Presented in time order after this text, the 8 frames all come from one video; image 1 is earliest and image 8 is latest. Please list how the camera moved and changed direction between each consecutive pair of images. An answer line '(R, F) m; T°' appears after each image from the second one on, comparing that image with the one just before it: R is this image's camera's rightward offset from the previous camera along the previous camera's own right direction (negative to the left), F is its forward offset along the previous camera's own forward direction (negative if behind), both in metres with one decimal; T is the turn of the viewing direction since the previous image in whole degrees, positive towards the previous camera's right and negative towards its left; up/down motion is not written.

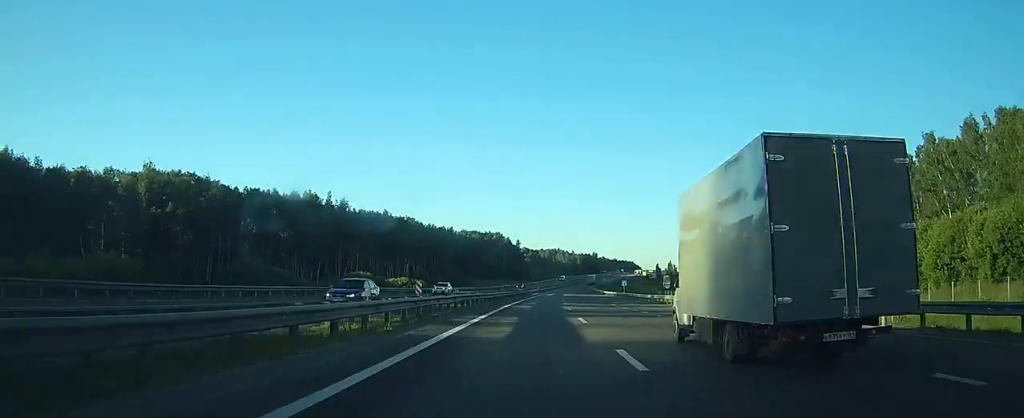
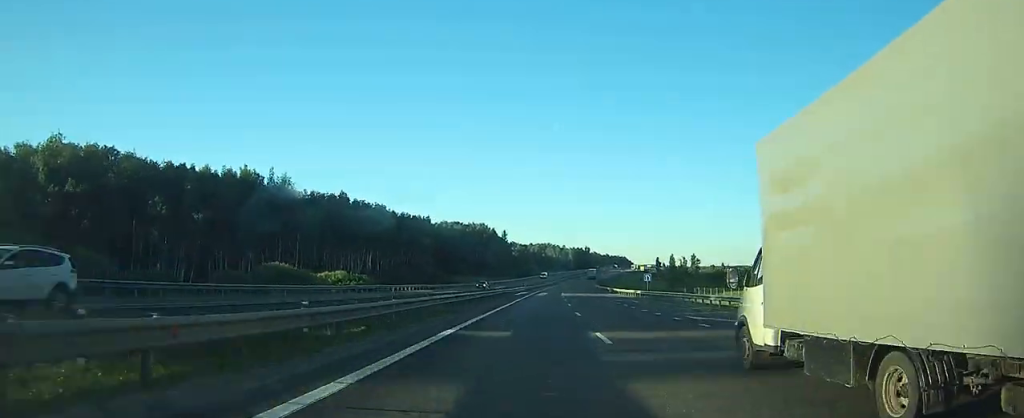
(+0.1, +31.8) m; 0°
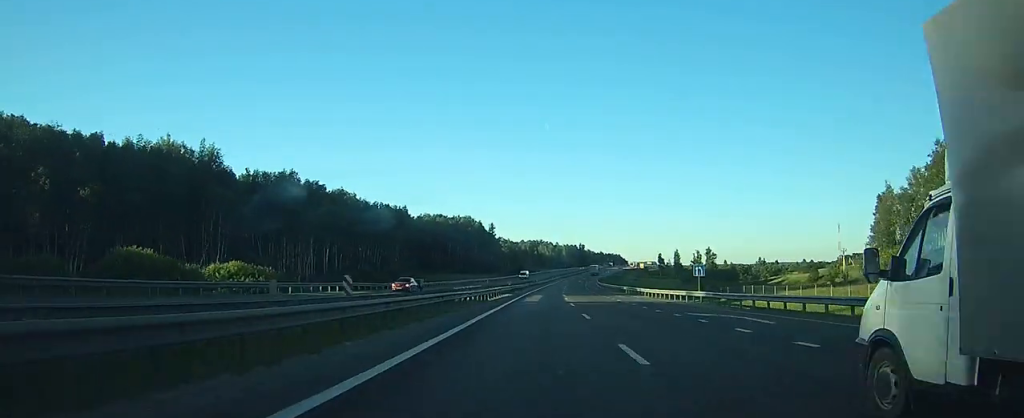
(+0.1, +27.8) m; +1°
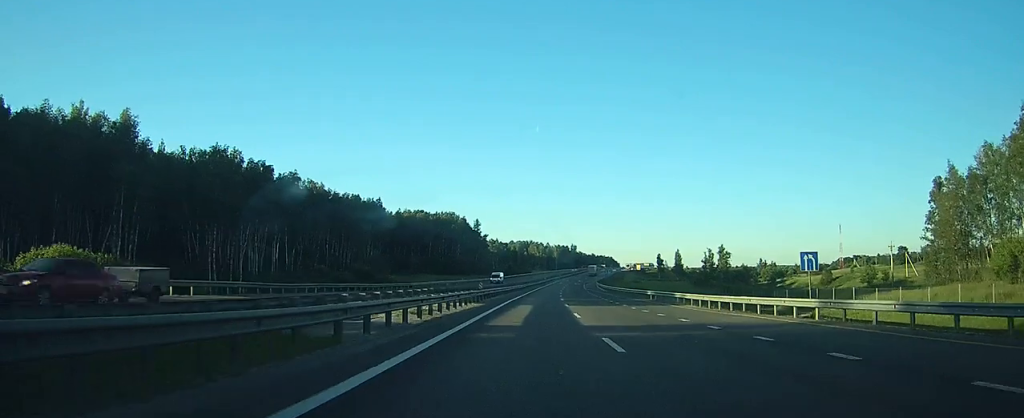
(+0.2, +22.1) m; +1°
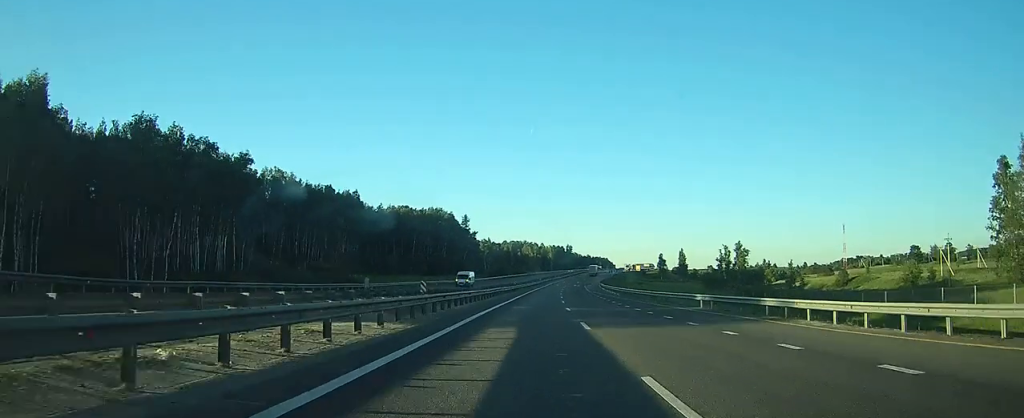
(+0.1, +18.2) m; +1°
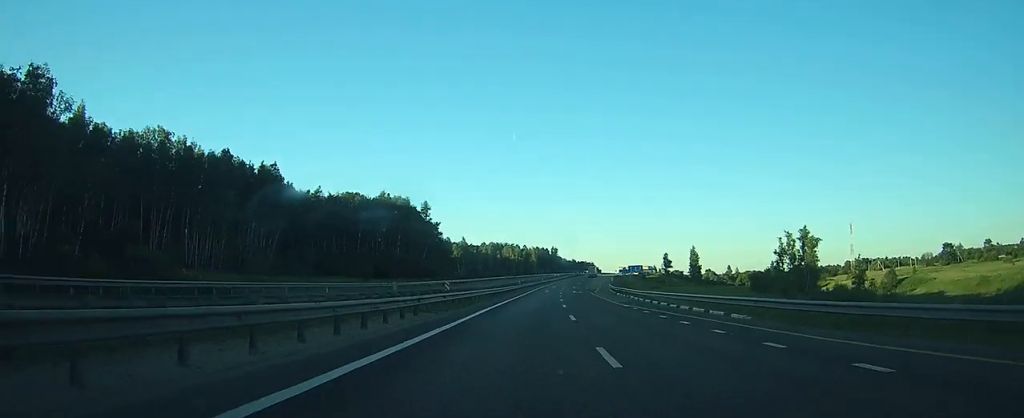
(+0.8, +44.1) m; +1°
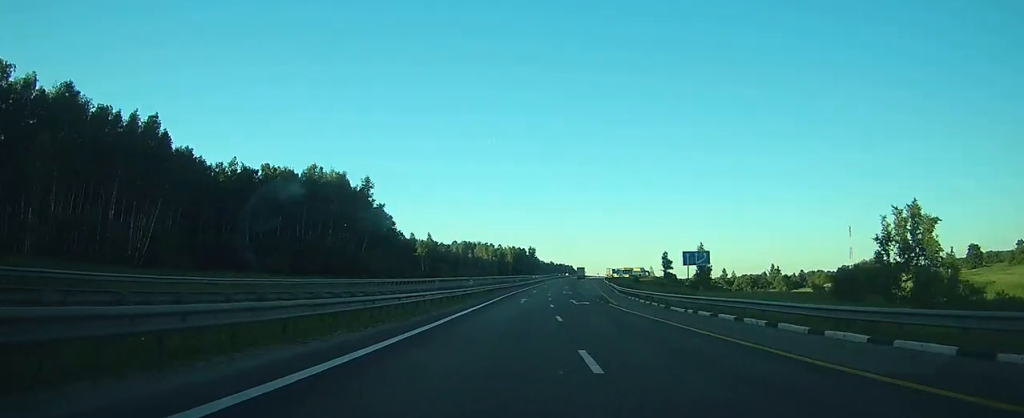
(0.0, +36.4) m; +1°
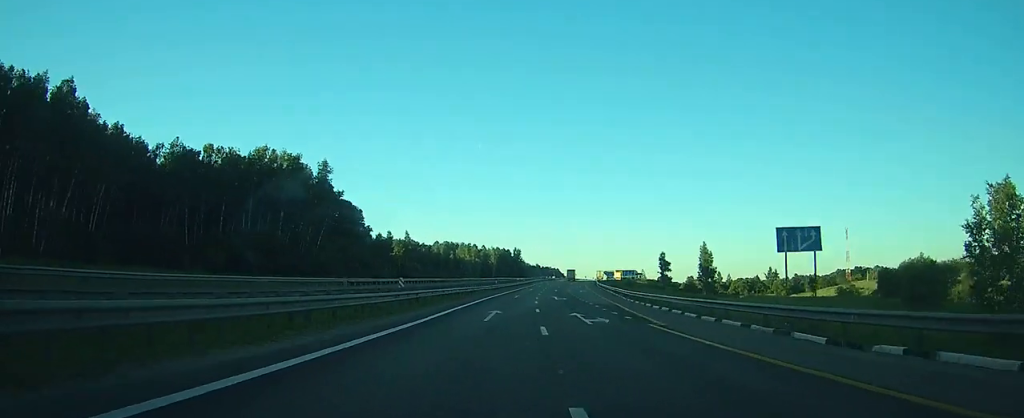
(-0.1, +17.2) m; +1°
